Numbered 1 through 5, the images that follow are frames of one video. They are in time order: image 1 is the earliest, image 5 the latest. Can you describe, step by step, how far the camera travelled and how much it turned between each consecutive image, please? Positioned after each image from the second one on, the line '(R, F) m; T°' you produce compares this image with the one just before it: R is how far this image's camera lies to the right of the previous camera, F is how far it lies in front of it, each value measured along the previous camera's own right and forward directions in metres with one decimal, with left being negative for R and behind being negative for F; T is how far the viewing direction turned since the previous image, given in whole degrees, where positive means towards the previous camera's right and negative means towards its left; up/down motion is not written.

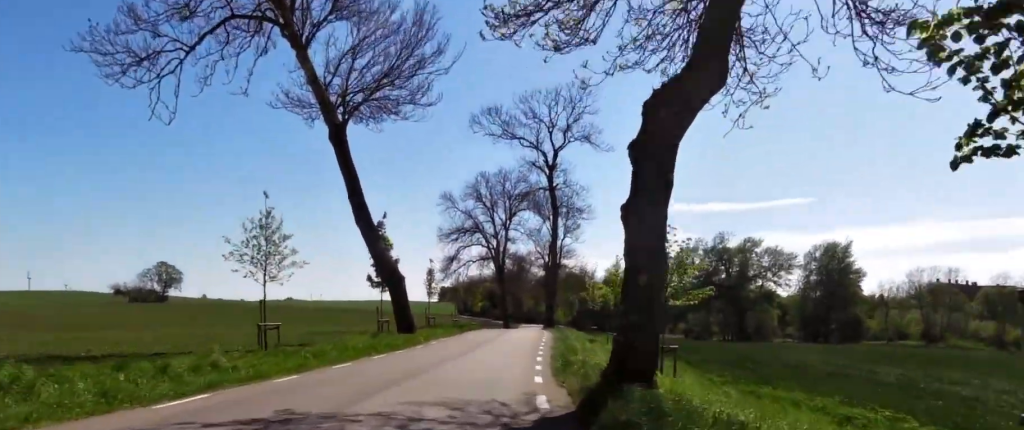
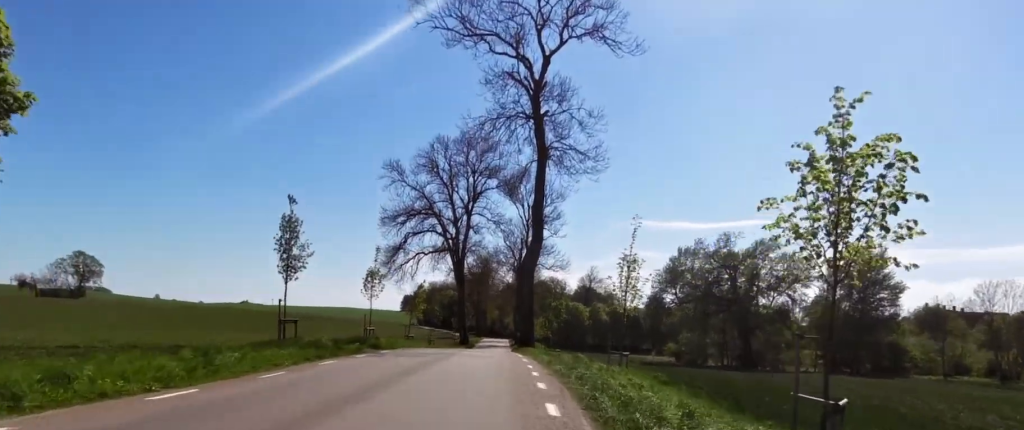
(+2.7, +23.0) m; +9°
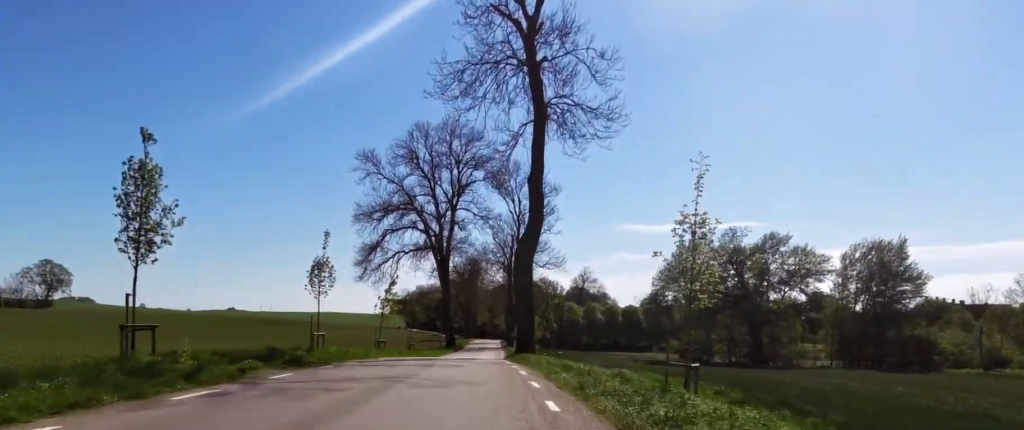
(0.0, +8.7) m; -3°
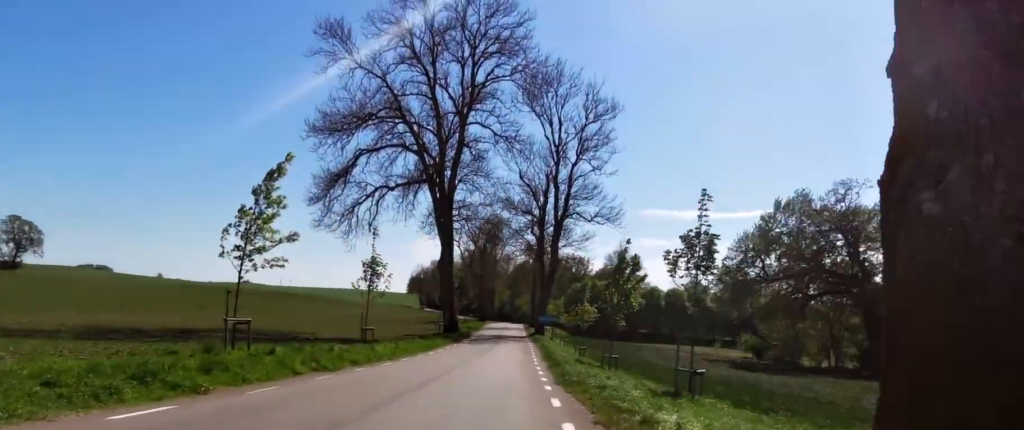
(-1.2, +26.0) m; +4°
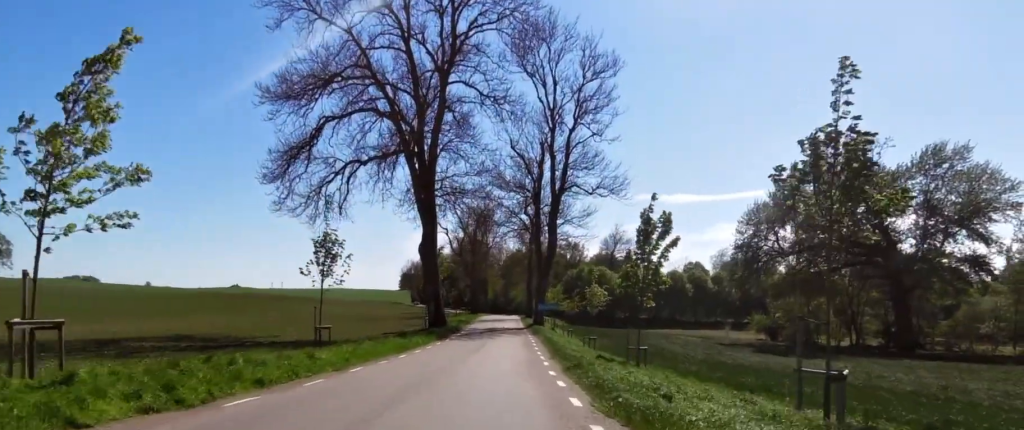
(+0.8, +6.9) m; +3°
